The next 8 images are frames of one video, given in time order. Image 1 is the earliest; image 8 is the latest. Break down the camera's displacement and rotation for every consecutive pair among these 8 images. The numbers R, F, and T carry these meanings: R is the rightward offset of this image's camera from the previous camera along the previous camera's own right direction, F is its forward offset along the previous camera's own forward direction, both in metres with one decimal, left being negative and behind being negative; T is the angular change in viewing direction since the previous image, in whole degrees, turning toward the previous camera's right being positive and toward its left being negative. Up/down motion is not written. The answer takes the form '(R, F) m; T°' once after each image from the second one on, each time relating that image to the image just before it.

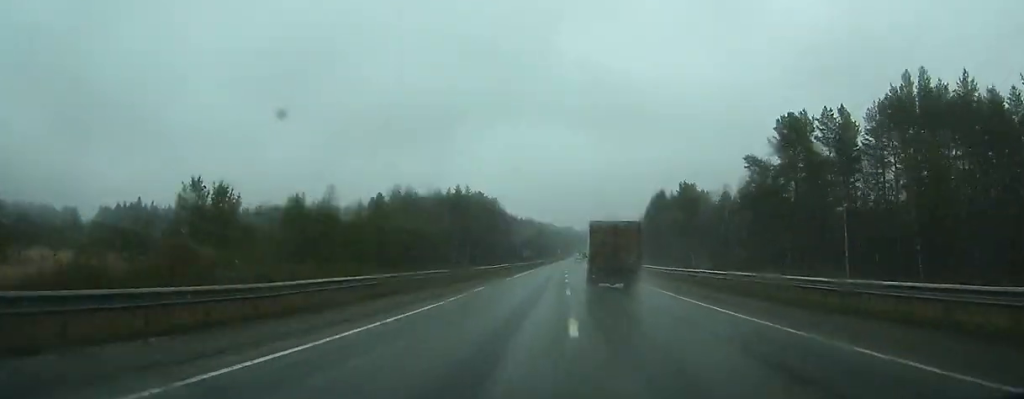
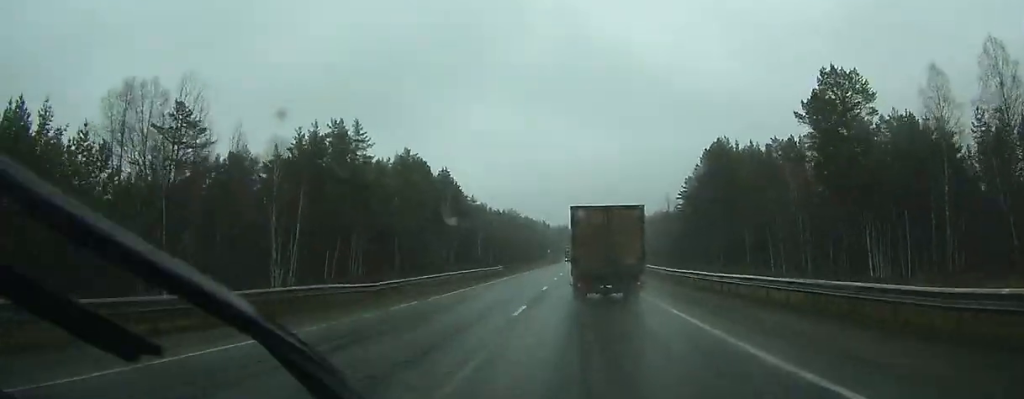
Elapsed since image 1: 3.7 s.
(+1.0, +93.3) m; +1°
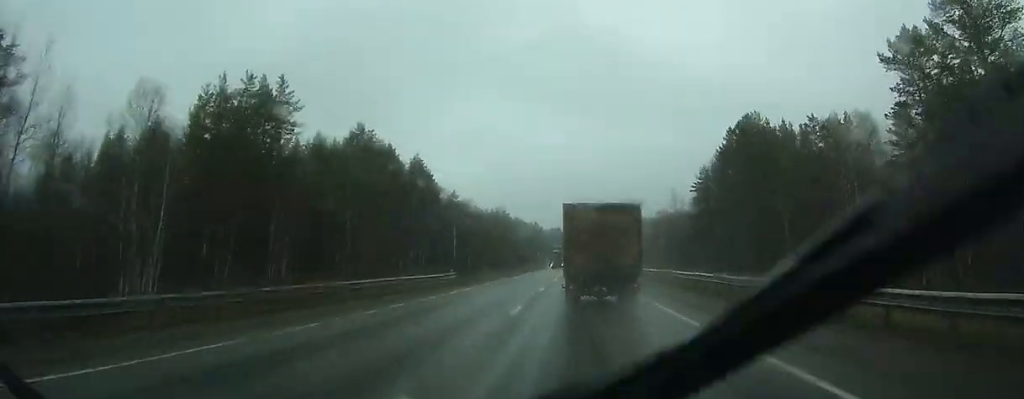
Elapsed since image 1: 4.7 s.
(0.0, +24.1) m; 0°
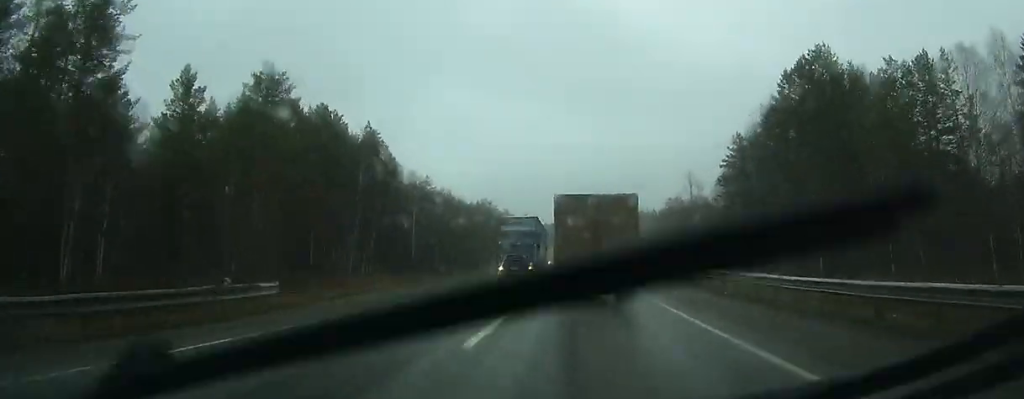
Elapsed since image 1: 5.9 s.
(0.0, +29.8) m; 0°
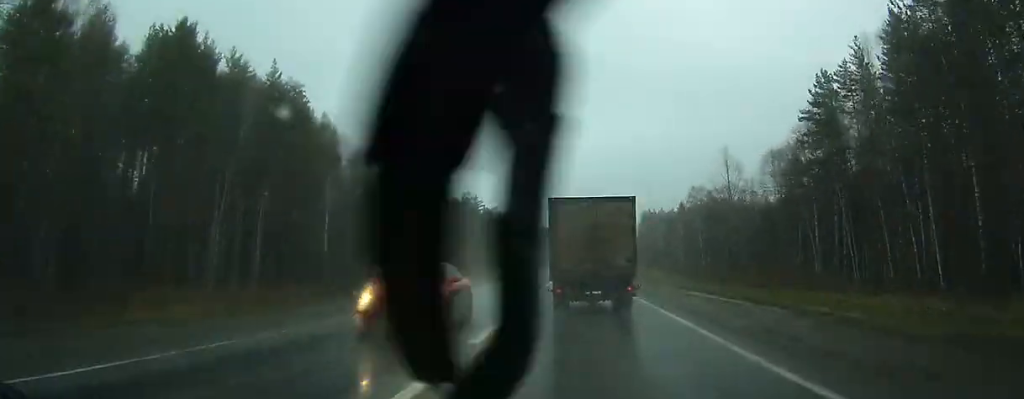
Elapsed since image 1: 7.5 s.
(+0.1, +35.1) m; 0°
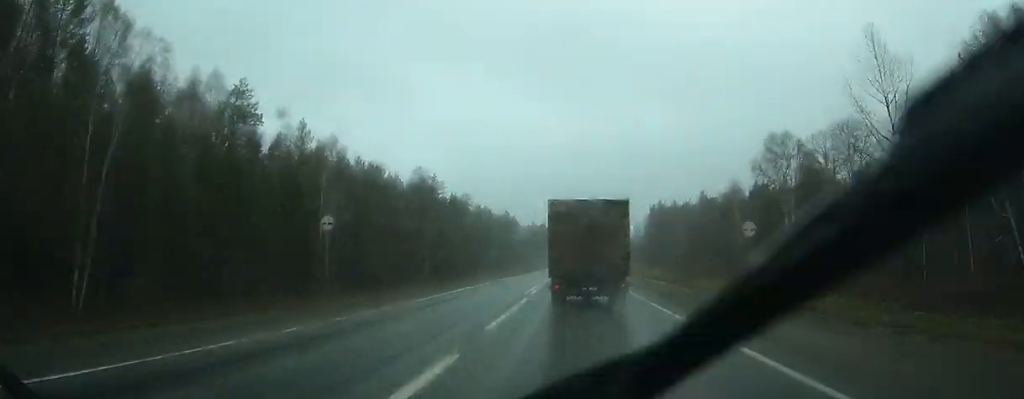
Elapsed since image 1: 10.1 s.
(+0.5, +59.5) m; +1°
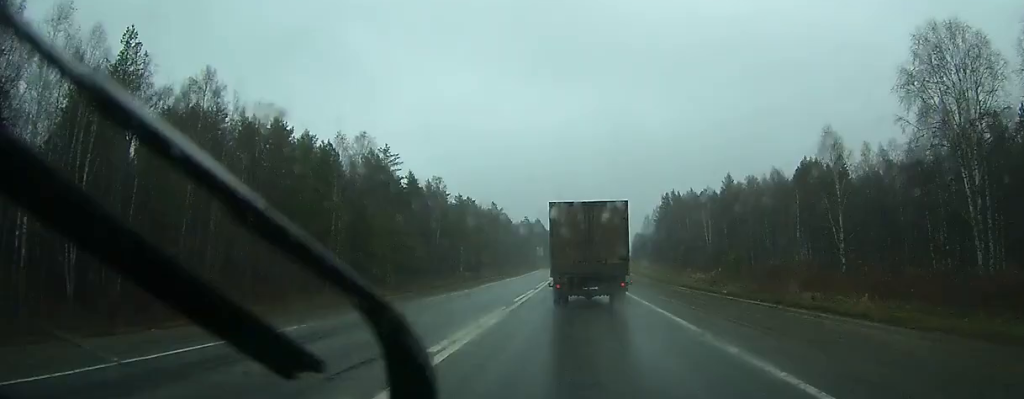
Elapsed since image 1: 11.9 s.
(0.0, +39.6) m; 0°
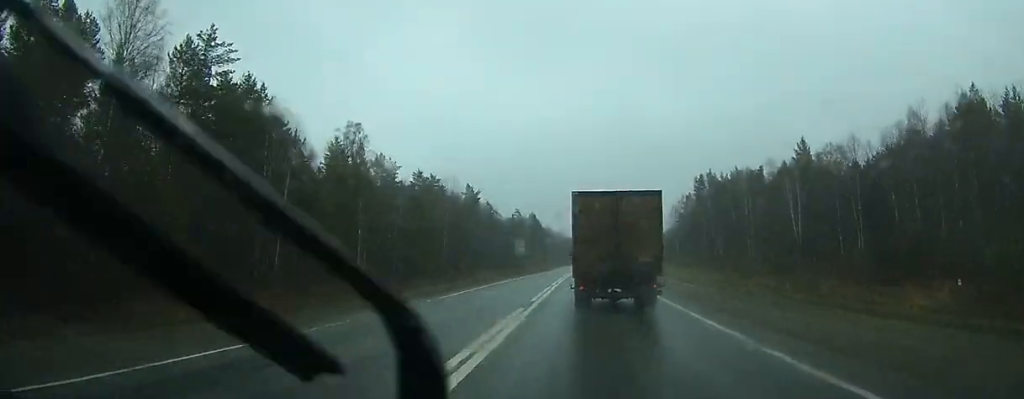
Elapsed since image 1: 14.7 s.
(+0.1, +59.9) m; 0°
